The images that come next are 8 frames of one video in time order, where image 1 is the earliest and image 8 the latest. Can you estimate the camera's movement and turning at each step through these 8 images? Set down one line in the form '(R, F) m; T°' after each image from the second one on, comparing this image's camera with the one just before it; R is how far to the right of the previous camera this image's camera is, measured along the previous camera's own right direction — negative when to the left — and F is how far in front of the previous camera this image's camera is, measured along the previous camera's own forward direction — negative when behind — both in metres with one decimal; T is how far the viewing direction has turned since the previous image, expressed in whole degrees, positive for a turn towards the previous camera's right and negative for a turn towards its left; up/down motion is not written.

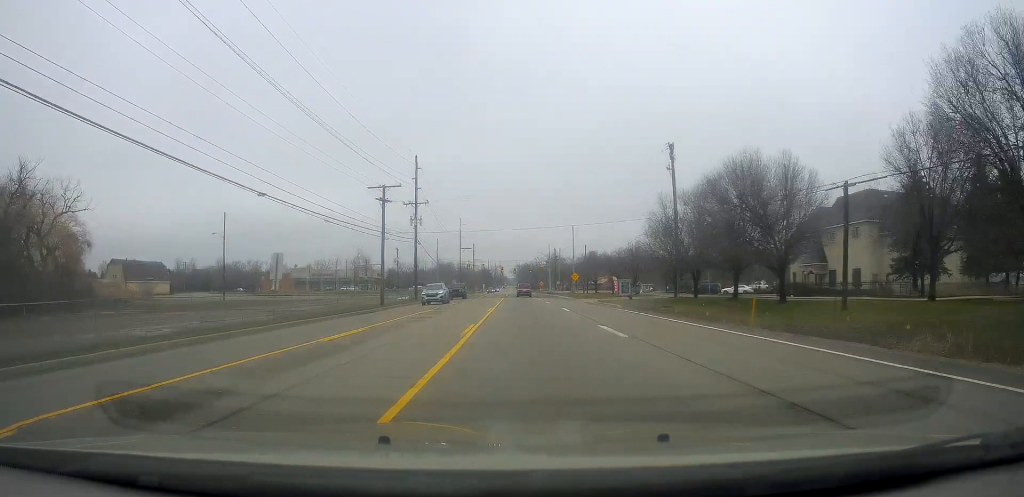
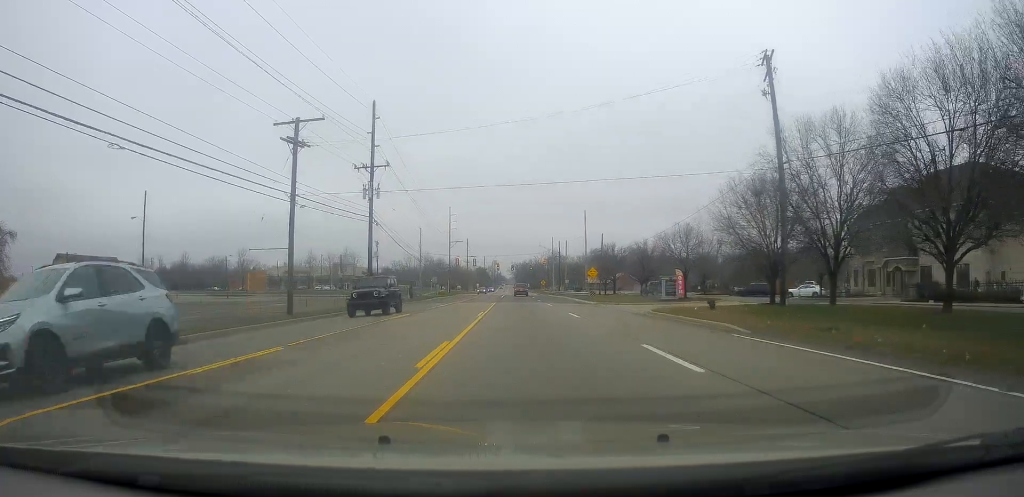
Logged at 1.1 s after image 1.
(-0.2, +21.3) m; +1°
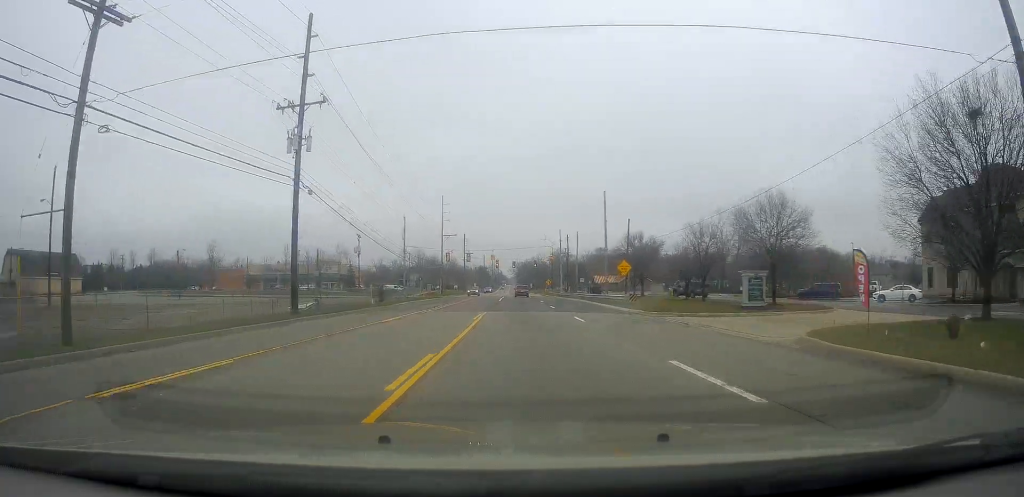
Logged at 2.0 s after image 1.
(+0.6, +17.6) m; +2°
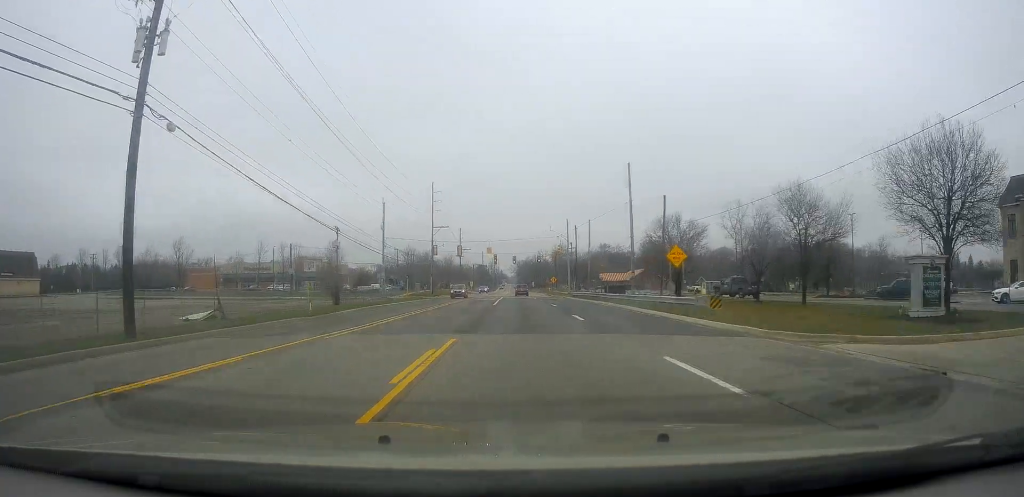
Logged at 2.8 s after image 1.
(+0.2, +15.1) m; 0°
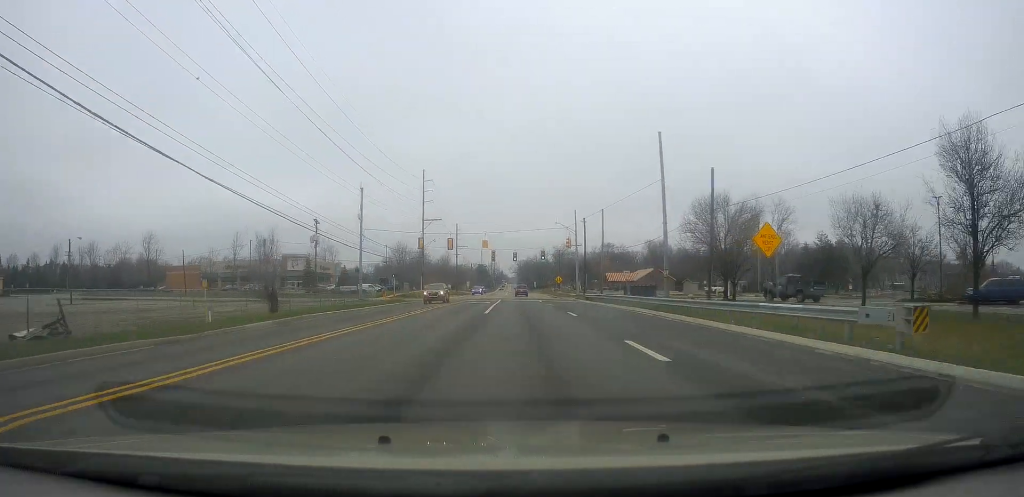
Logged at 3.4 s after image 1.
(0.0, +11.8) m; -1°
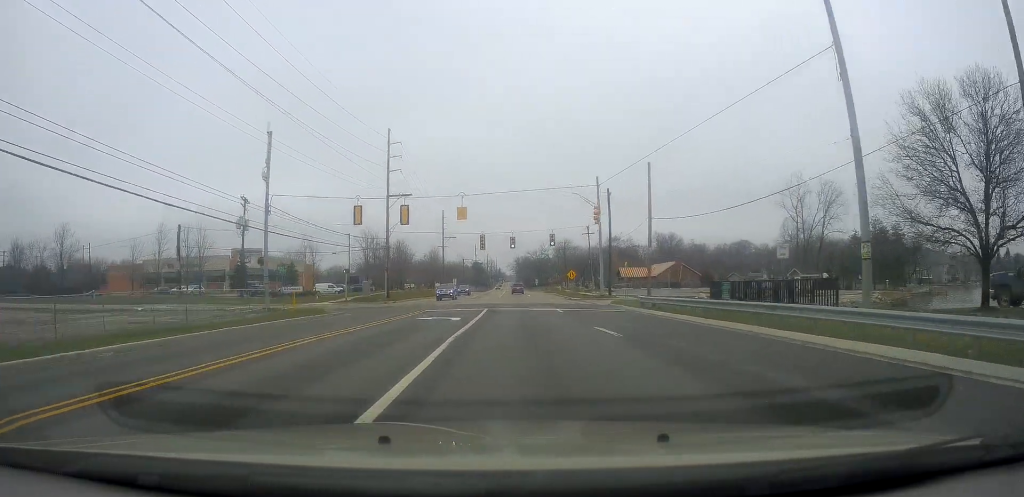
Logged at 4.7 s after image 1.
(-0.2, +25.5) m; 0°
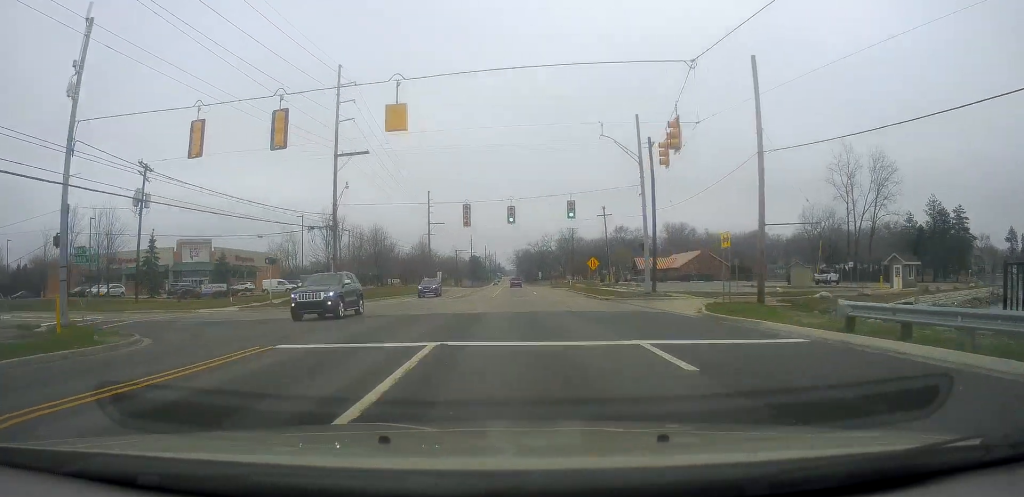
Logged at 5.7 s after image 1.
(+0.2, +21.0) m; 0°
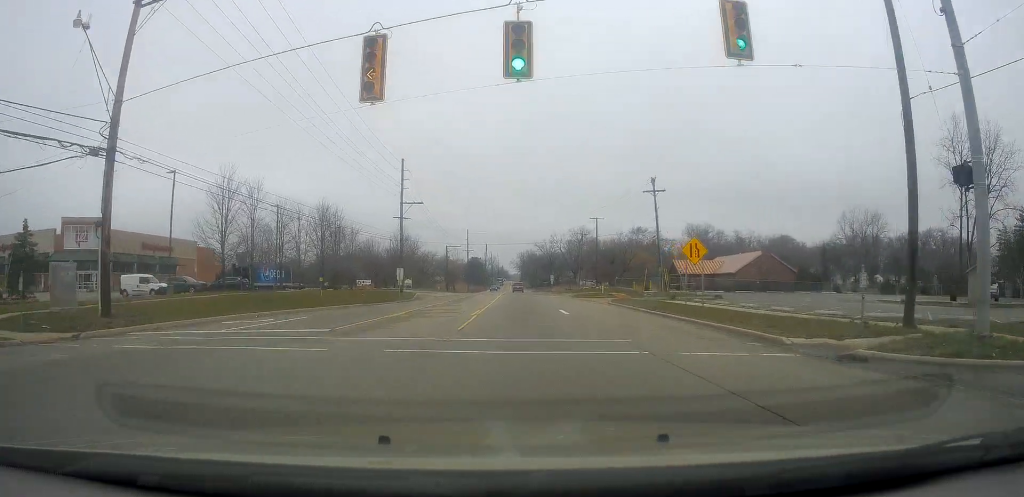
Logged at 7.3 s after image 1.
(-1.0, +31.1) m; -1°
